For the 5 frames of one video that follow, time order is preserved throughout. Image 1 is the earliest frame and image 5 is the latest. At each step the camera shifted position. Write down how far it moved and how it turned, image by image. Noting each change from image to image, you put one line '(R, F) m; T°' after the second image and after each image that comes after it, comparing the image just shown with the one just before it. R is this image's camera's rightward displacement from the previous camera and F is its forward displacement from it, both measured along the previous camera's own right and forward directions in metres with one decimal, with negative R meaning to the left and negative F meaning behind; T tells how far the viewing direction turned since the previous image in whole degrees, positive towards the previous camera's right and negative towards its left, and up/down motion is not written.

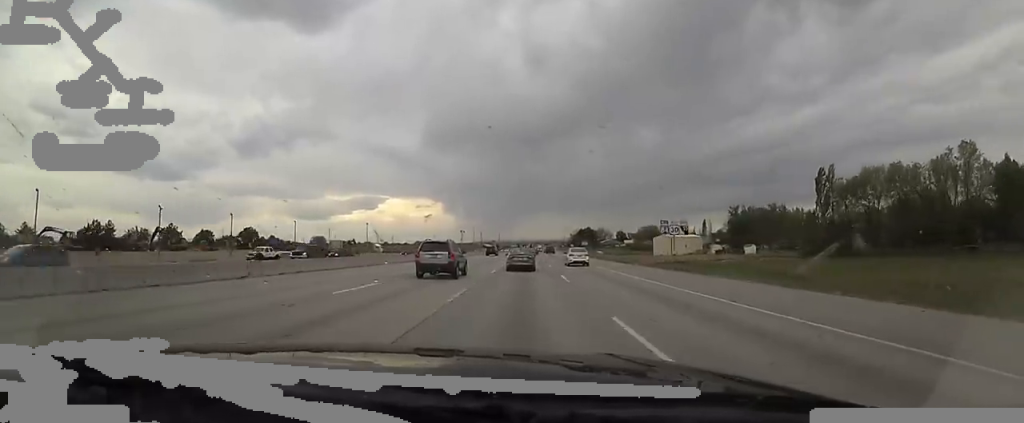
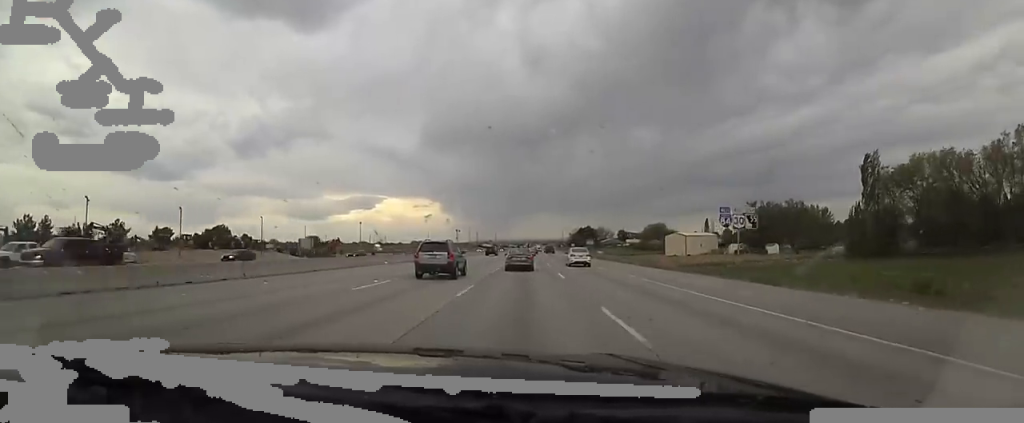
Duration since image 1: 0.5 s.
(-0.1, +13.6) m; +1°
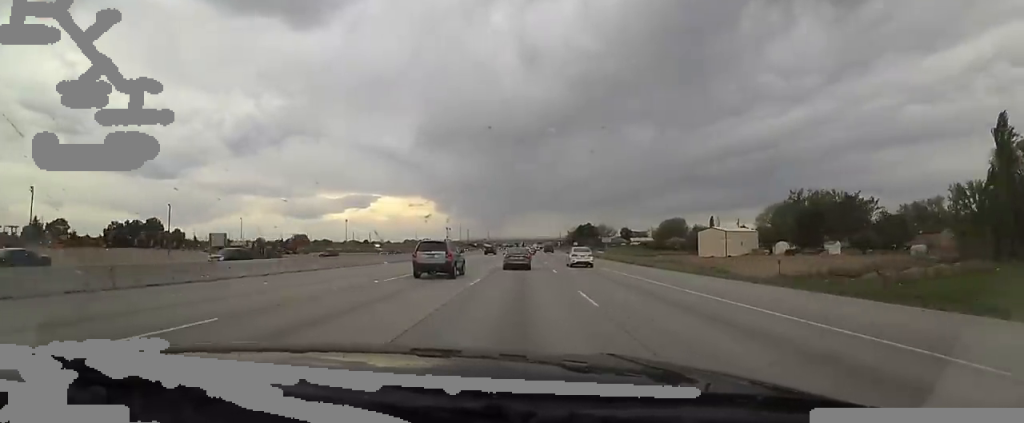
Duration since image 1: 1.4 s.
(+0.9, +25.6) m; +2°
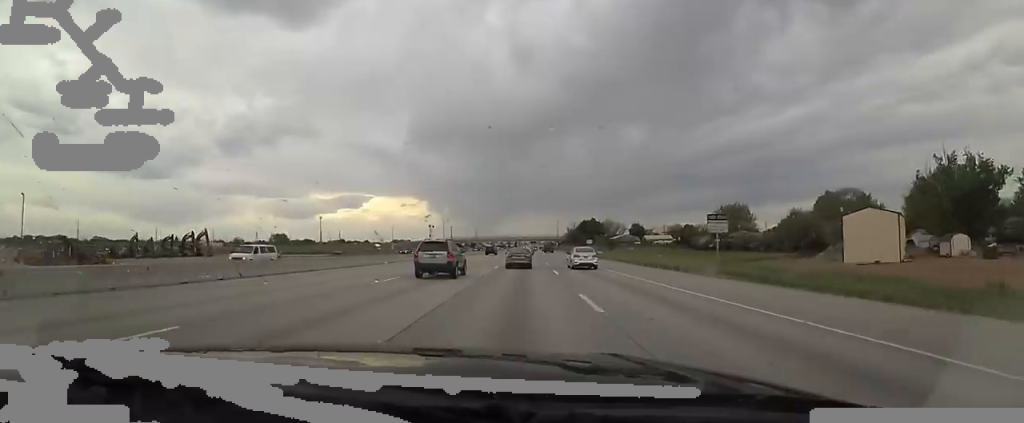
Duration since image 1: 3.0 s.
(-0.6, +46.3) m; -2°
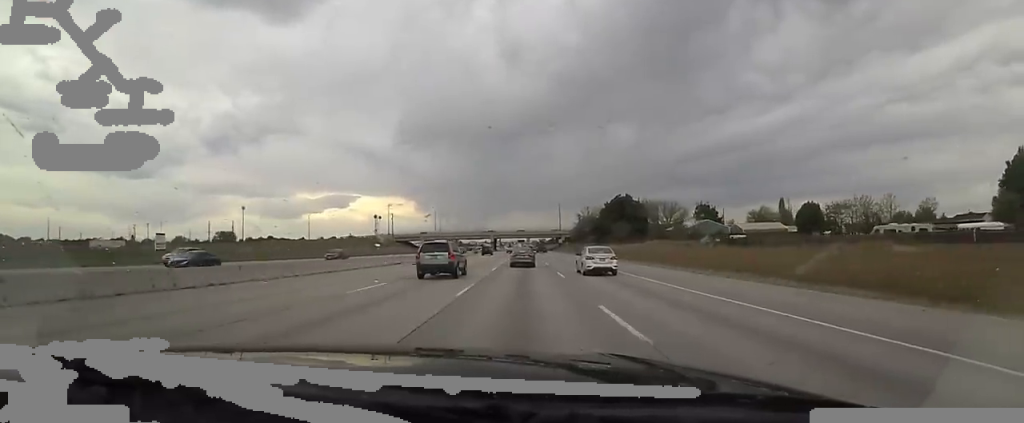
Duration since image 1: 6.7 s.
(+3.3, +106.4) m; +3°
